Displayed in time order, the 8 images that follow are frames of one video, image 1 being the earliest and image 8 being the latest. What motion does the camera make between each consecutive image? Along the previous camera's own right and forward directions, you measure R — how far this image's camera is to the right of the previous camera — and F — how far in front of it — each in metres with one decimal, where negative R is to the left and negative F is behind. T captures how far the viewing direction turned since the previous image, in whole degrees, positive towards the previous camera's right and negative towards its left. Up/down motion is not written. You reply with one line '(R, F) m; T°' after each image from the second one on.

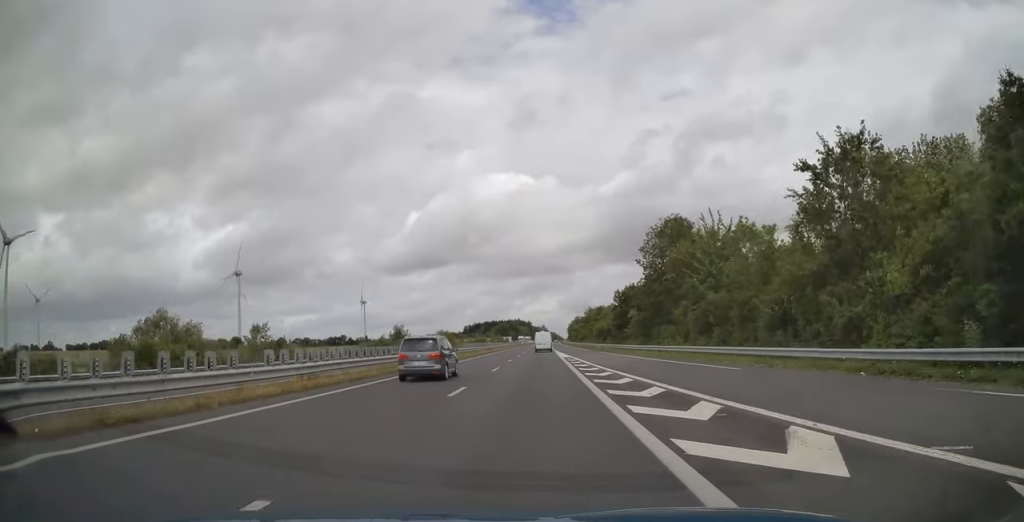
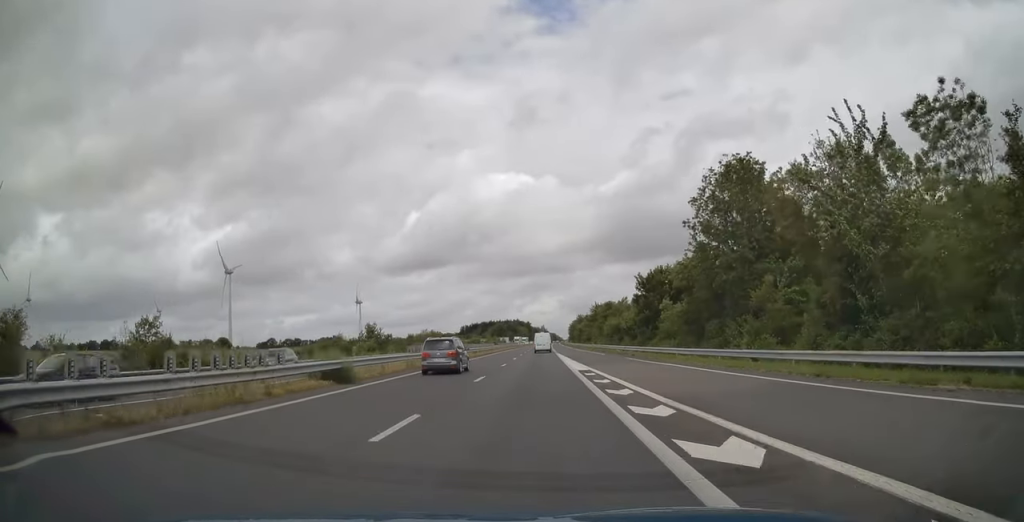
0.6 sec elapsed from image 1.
(0.0, +19.9) m; 0°
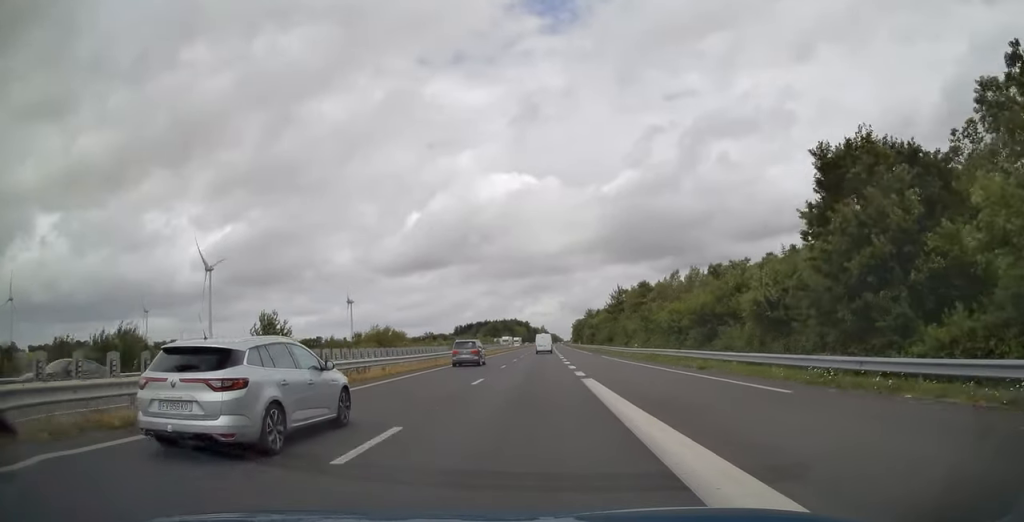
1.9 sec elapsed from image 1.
(0.0, +40.8) m; 0°
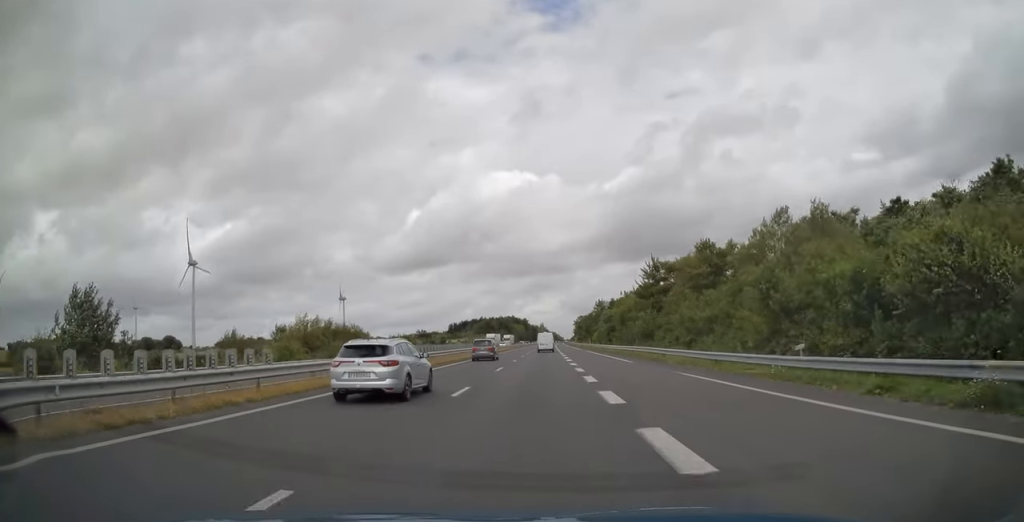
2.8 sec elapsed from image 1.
(+0.1, +30.5) m; 0°
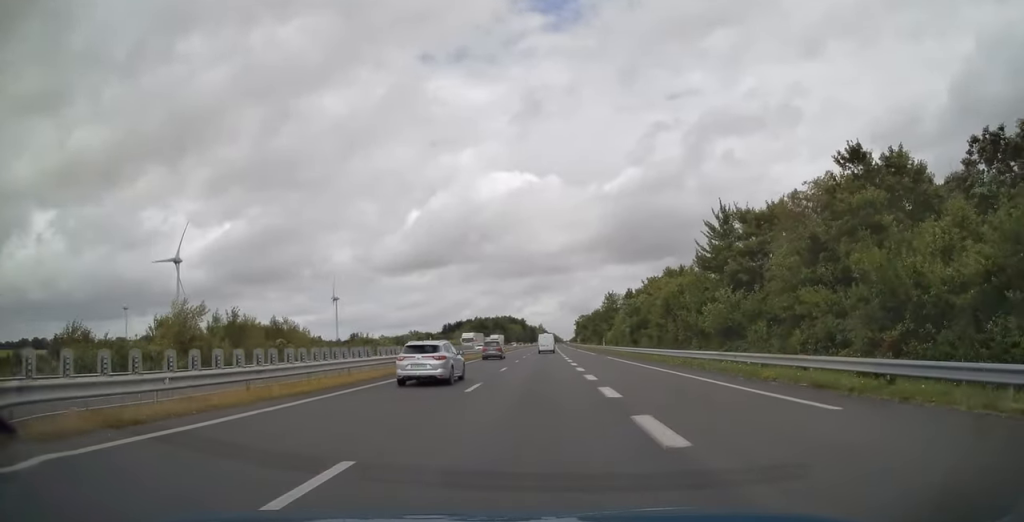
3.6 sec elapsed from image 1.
(0.0, +24.6) m; 0°
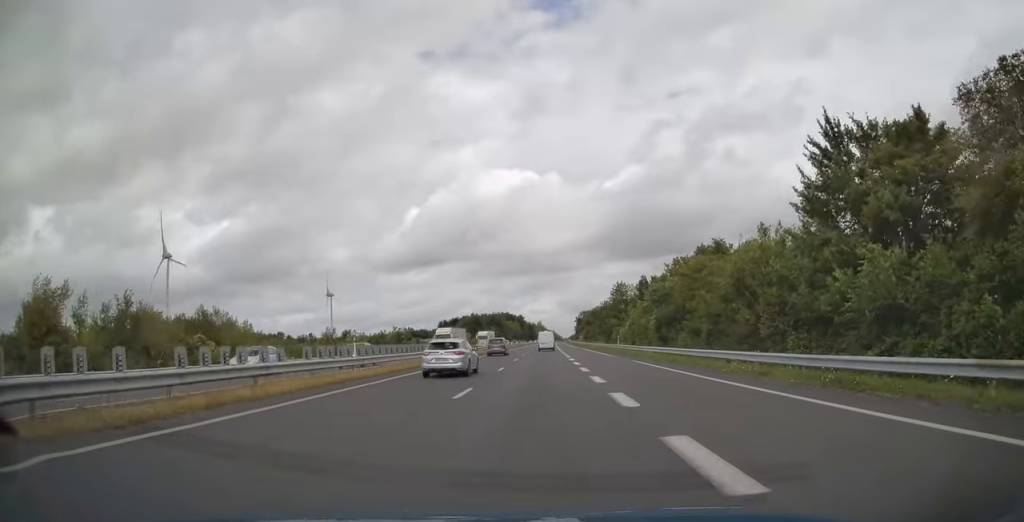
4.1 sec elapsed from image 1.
(0.0, +15.6) m; 0°
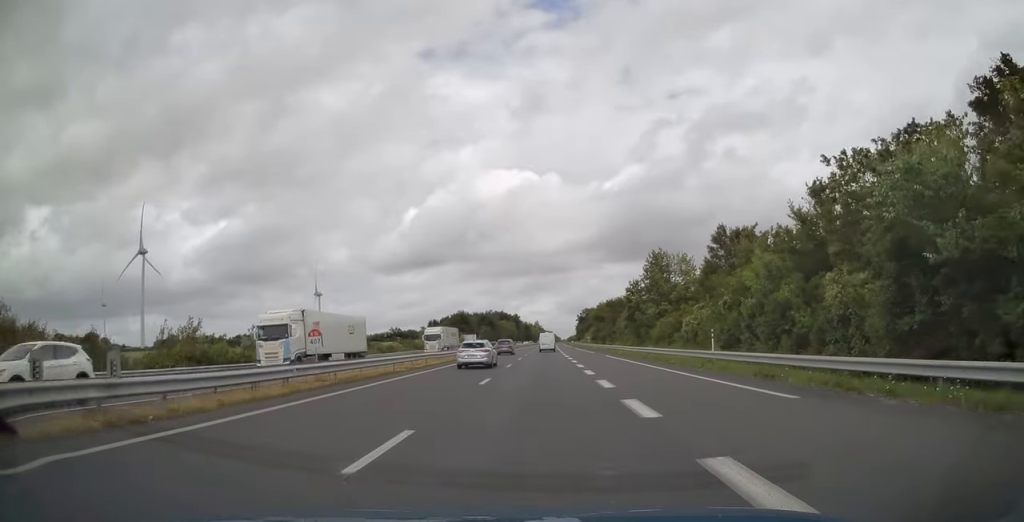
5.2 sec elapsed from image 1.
(+0.1, +34.4) m; 0°
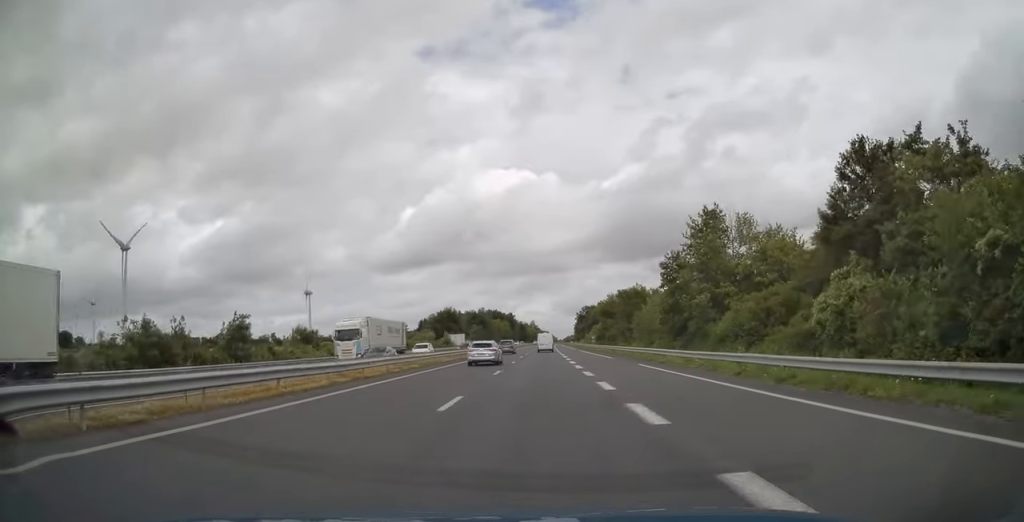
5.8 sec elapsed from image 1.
(-0.1, +20.4) m; 0°
